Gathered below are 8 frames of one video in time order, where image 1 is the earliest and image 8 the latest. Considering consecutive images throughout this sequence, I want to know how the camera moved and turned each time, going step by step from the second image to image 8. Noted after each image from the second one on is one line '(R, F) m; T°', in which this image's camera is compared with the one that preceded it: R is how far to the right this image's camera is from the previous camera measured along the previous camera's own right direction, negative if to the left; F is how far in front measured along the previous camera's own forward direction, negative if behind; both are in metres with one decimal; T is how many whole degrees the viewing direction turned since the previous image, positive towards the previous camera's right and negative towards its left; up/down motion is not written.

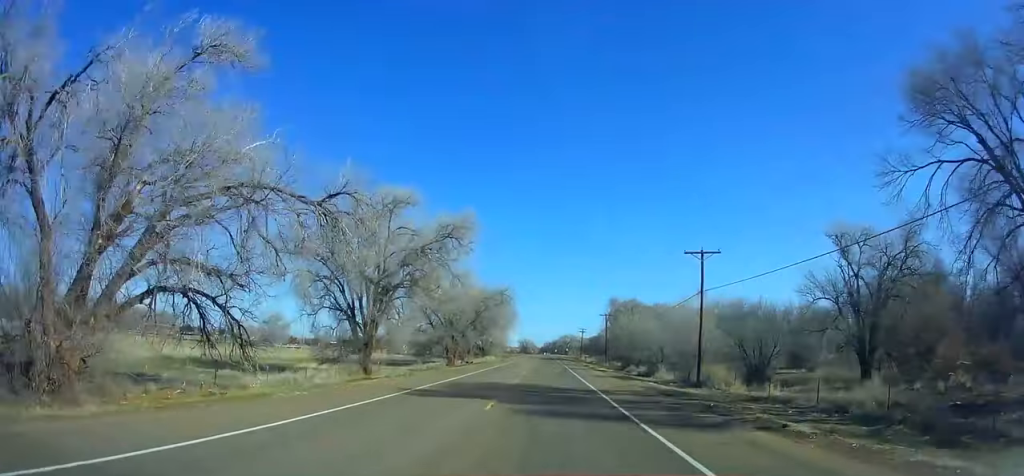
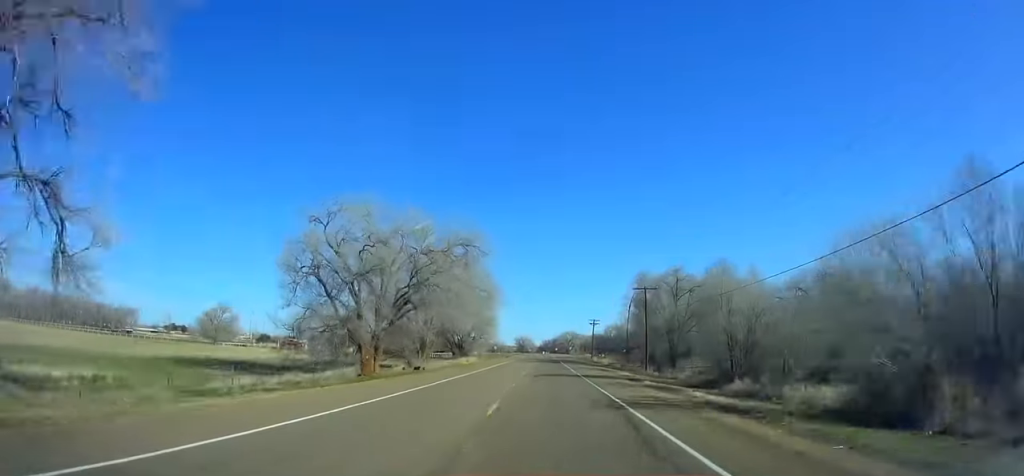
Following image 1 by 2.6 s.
(+0.2, +35.9) m; 0°
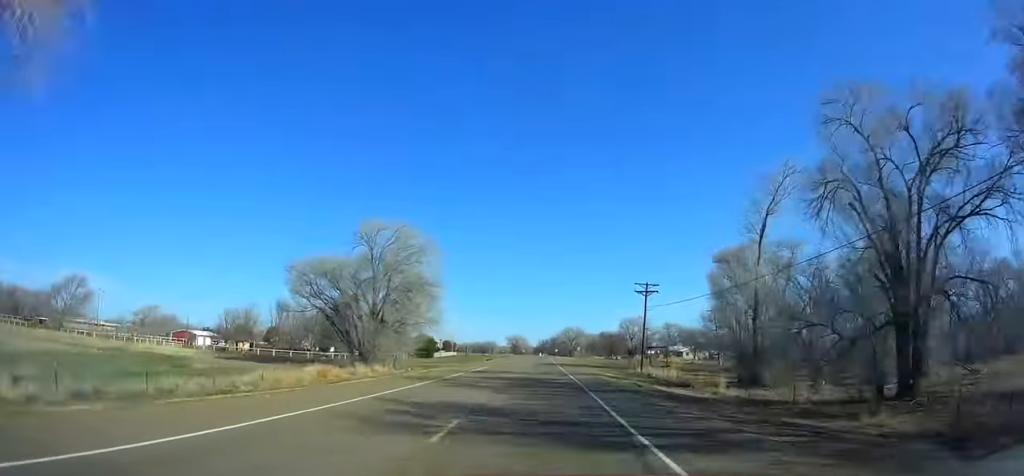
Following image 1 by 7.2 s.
(+0.1, +67.6) m; 0°
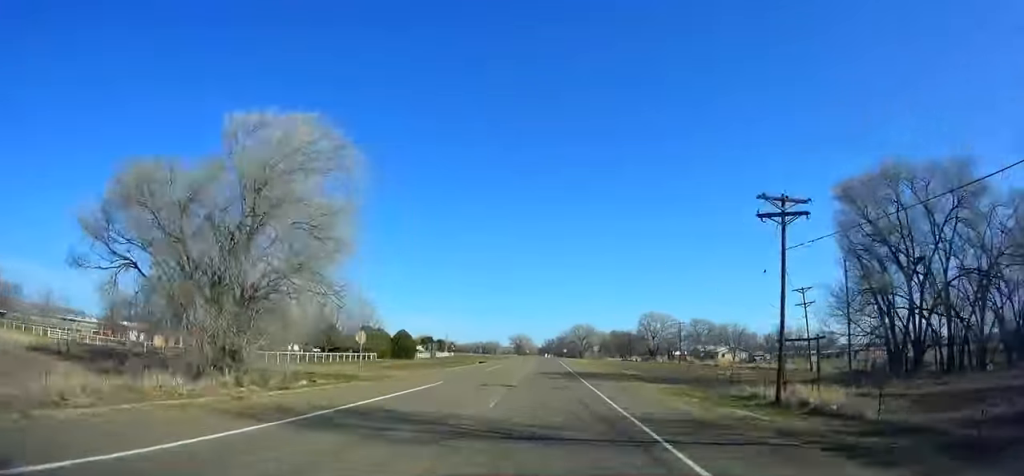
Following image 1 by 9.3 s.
(-0.3, +32.9) m; -1°
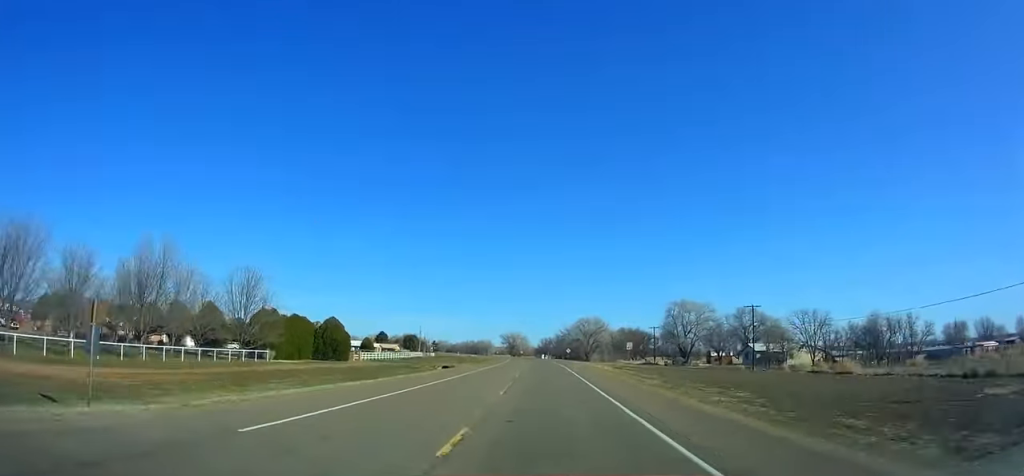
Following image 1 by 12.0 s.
(-0.3, +44.7) m; 0°
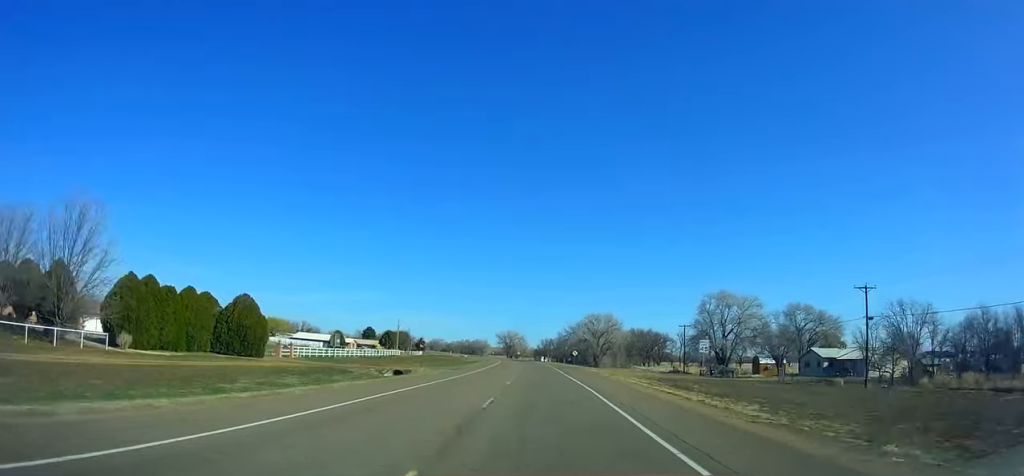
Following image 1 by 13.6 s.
(0.0, +27.6) m; 0°
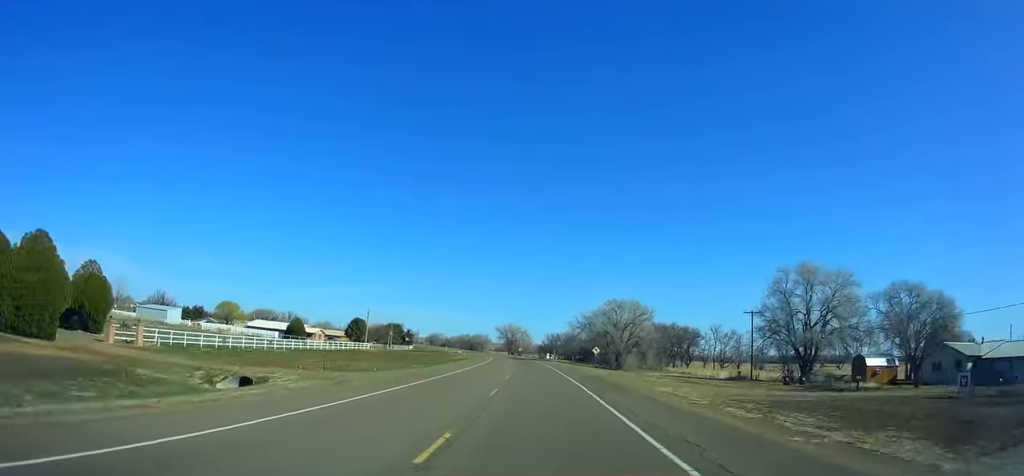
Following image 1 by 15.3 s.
(0.0, +31.6) m; -1°
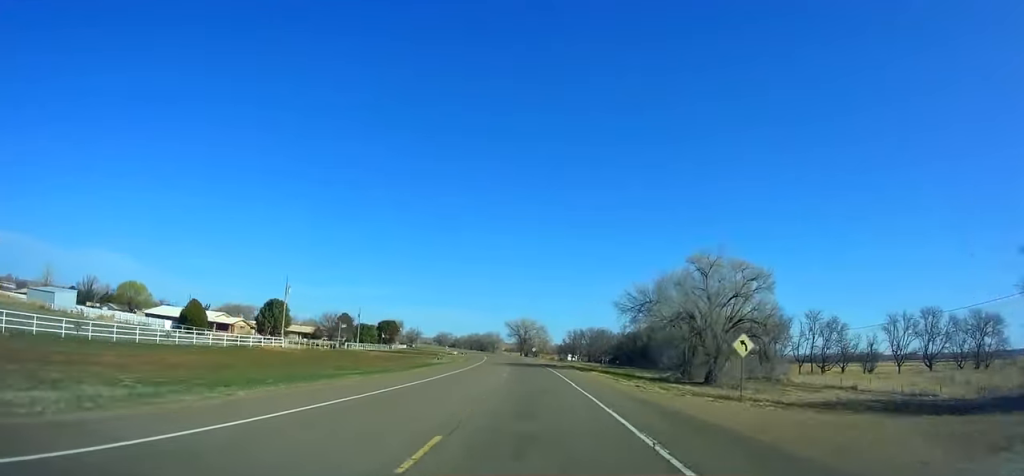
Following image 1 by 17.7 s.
(-0.3, +46.0) m; -2°
